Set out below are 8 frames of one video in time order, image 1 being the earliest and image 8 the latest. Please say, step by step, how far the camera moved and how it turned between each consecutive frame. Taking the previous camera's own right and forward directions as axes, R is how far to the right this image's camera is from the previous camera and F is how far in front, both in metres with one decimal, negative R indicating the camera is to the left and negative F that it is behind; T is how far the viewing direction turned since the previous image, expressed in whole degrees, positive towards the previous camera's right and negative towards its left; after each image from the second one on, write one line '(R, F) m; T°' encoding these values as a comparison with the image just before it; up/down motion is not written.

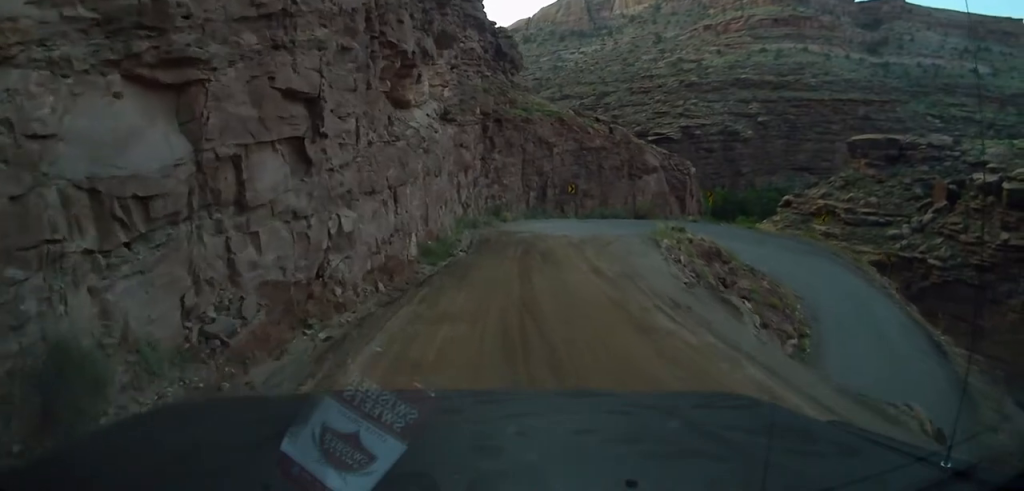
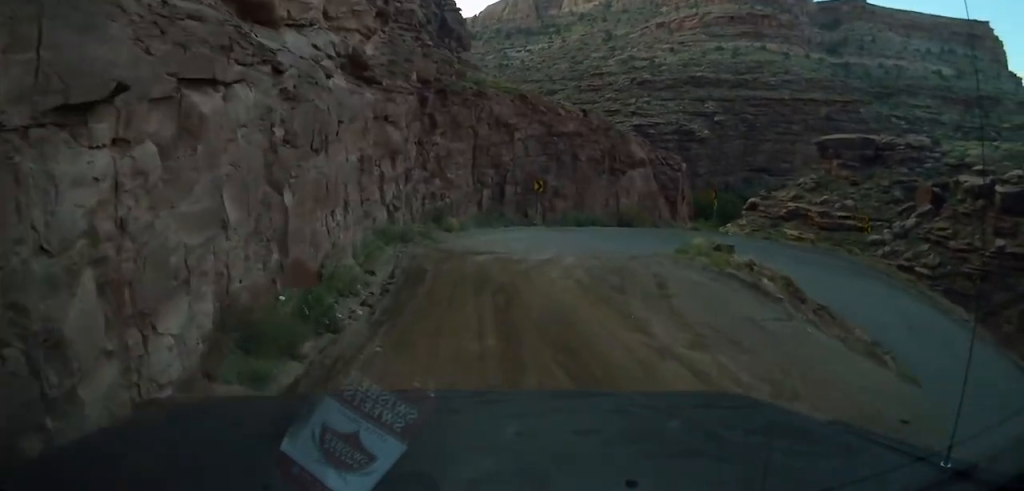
(-0.3, +11.9) m; -6°
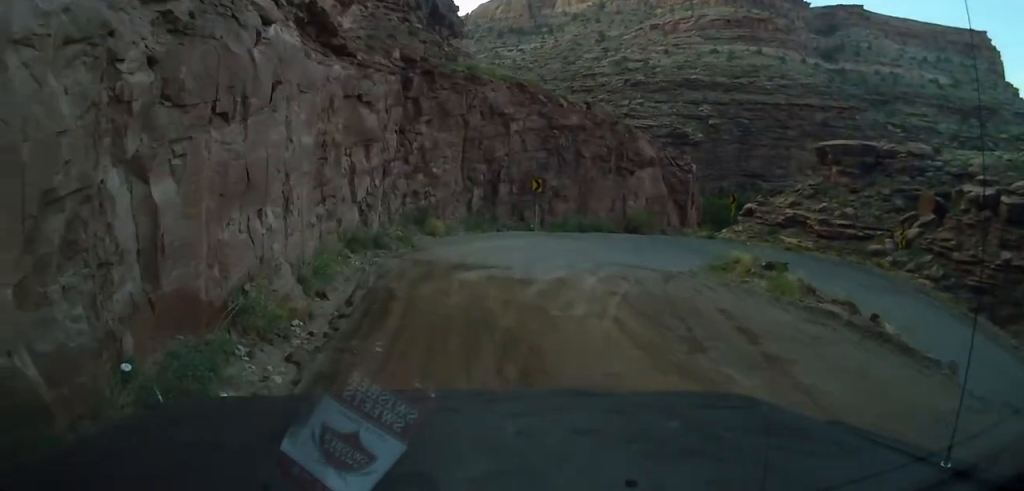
(-0.1, +4.8) m; +3°
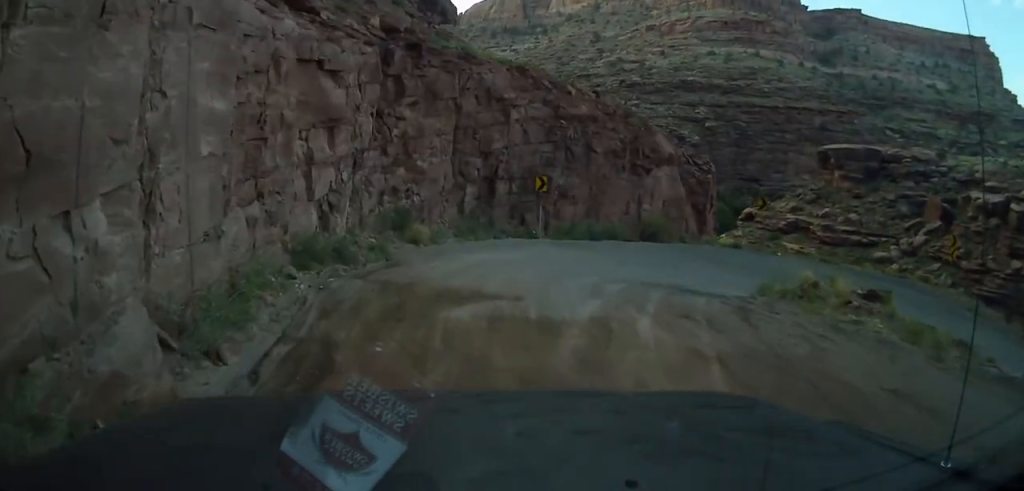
(+0.5, +5.3) m; +5°
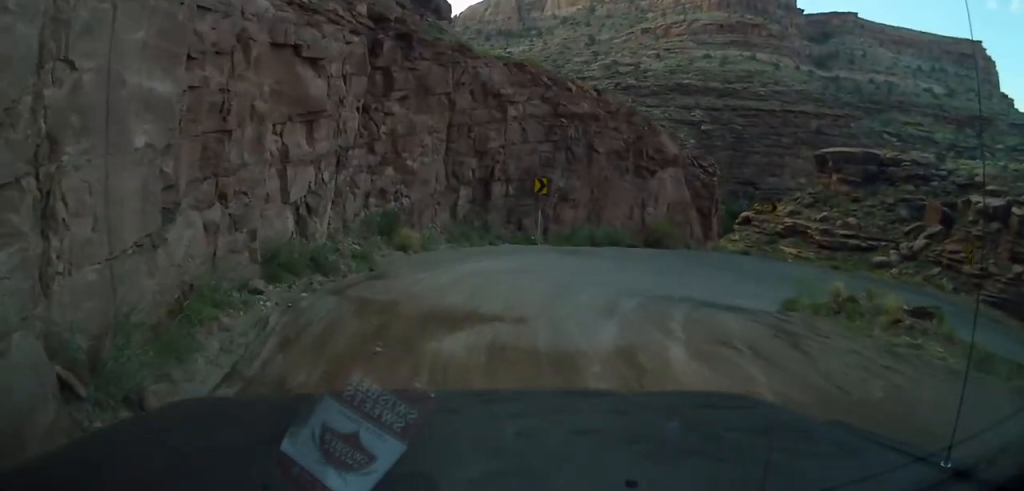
(0.0, +2.0) m; 0°
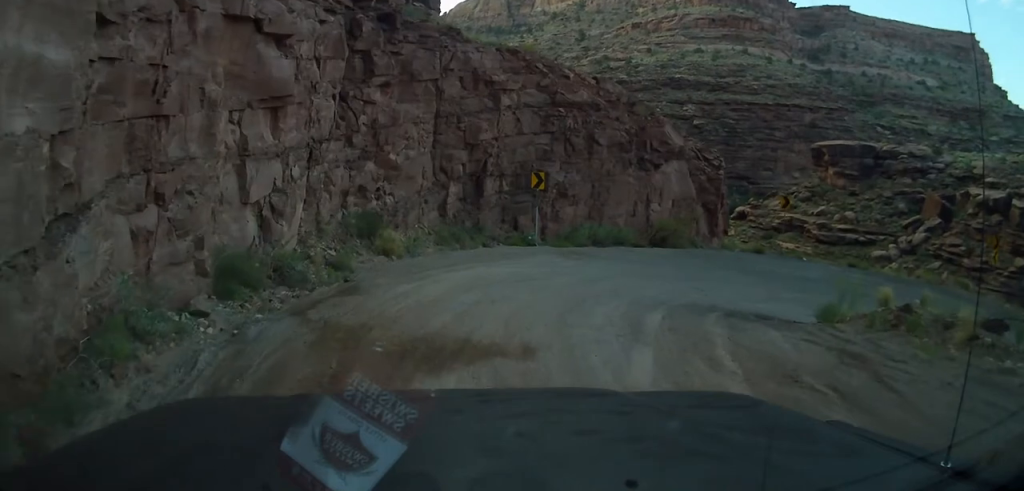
(-0.1, +2.4) m; -1°
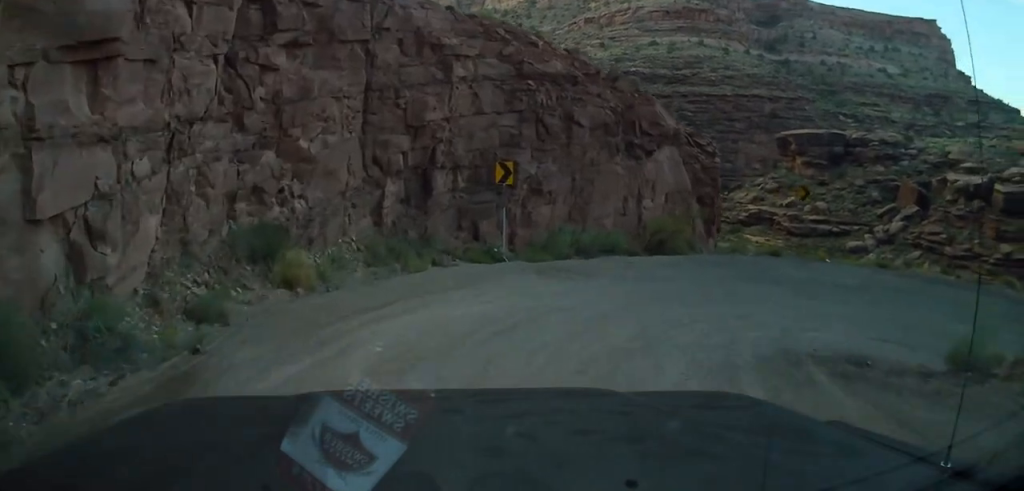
(-0.2, +6.4) m; -4°
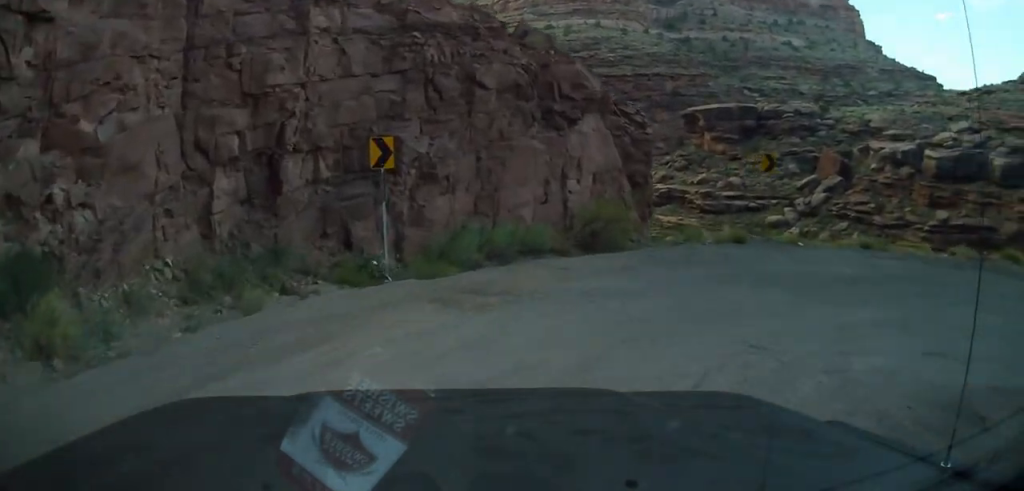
(+0.1, +5.1) m; +21°
